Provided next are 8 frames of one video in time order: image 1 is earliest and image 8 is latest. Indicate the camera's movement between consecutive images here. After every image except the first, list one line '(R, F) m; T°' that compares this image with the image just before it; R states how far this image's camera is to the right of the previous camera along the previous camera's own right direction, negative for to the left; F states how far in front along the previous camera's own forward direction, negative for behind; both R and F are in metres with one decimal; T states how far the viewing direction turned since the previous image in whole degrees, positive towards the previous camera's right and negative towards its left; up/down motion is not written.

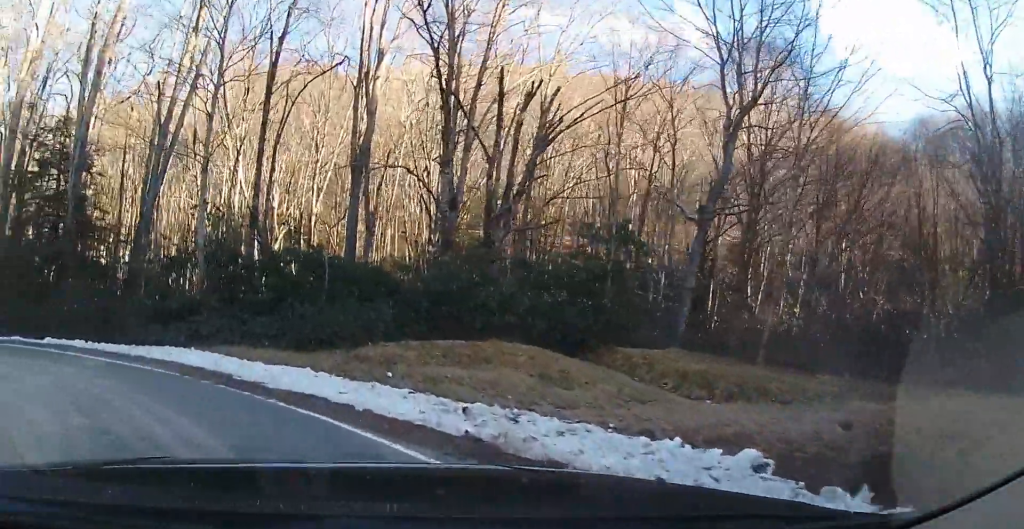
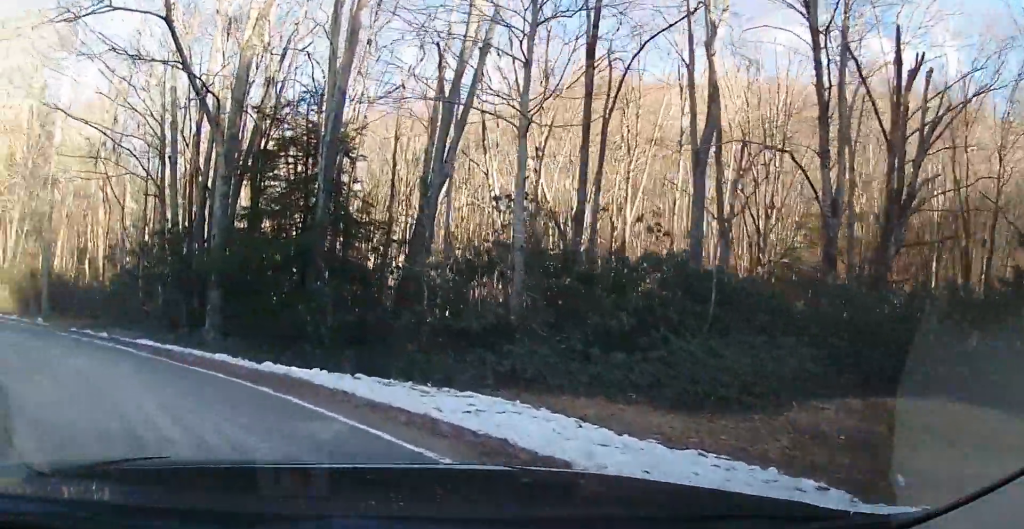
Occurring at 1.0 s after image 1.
(-1.0, +5.9) m; -24°
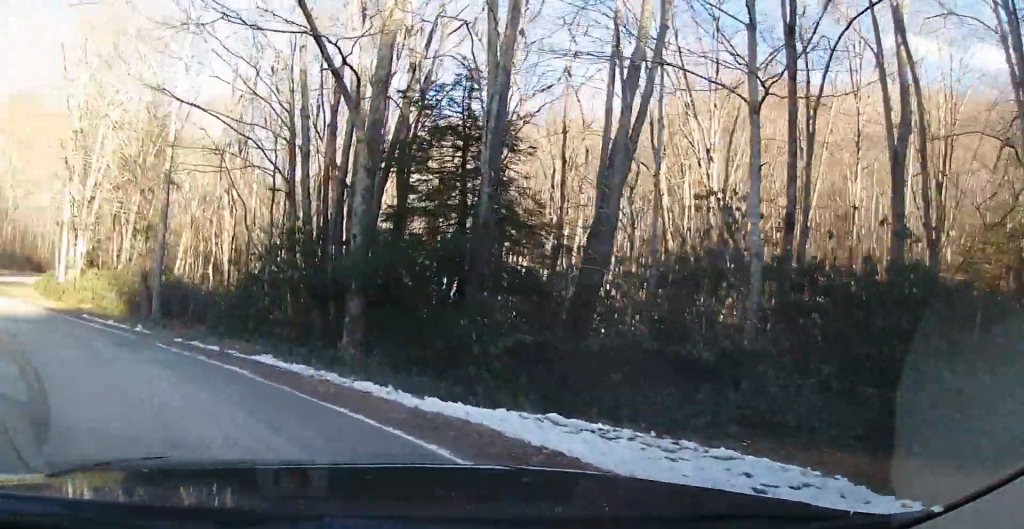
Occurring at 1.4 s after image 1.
(0.0, +2.7) m; -12°
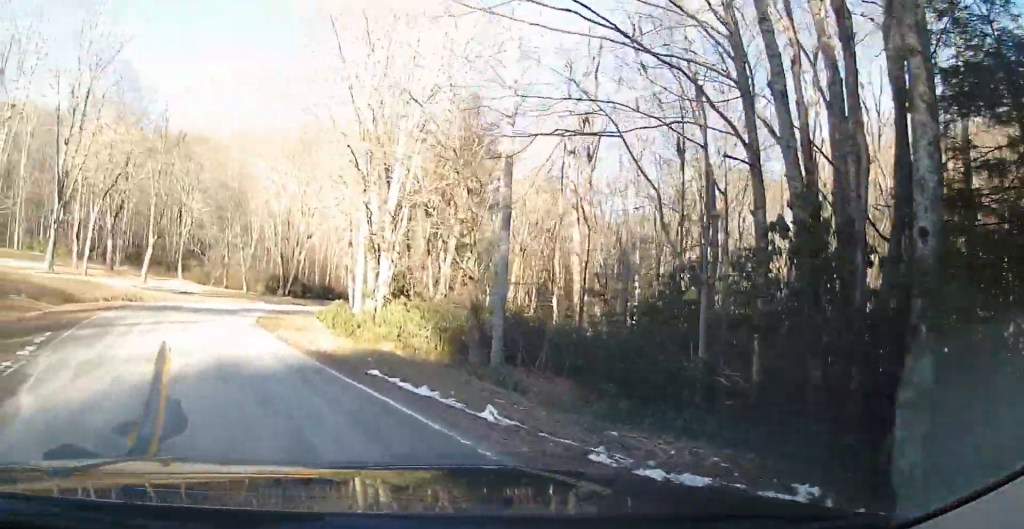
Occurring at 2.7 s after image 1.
(-2.4, +7.0) m; -29°
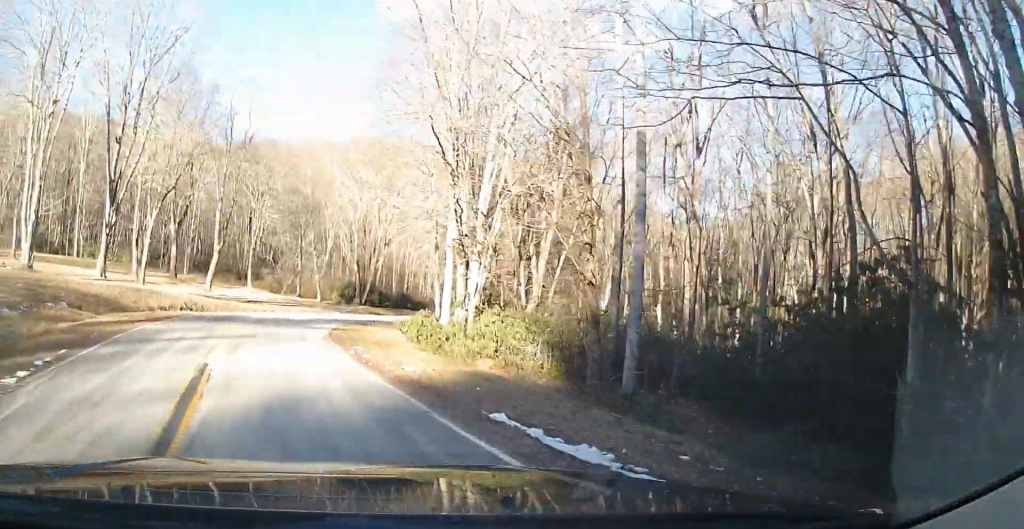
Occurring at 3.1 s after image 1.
(0.0, +2.8) m; -9°
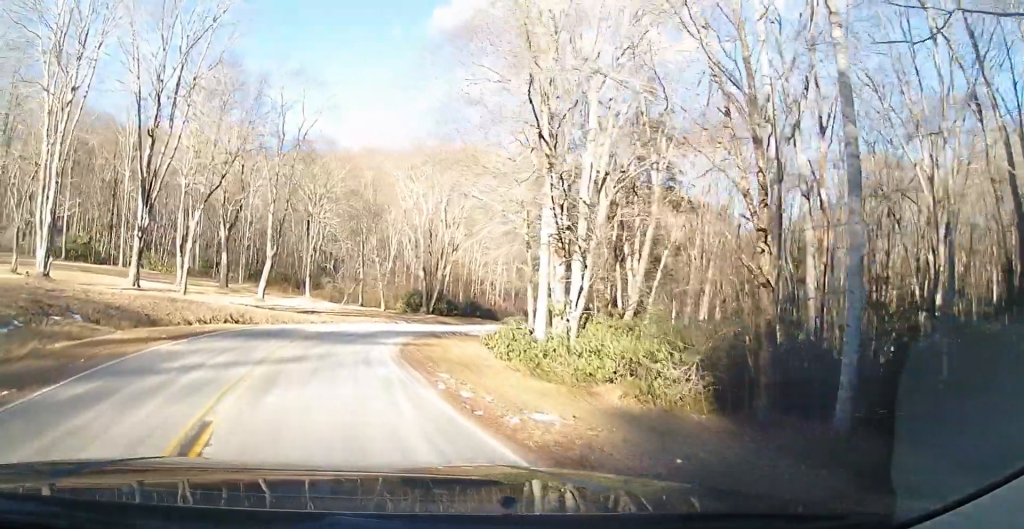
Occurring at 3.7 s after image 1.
(-0.5, +3.8) m; -5°
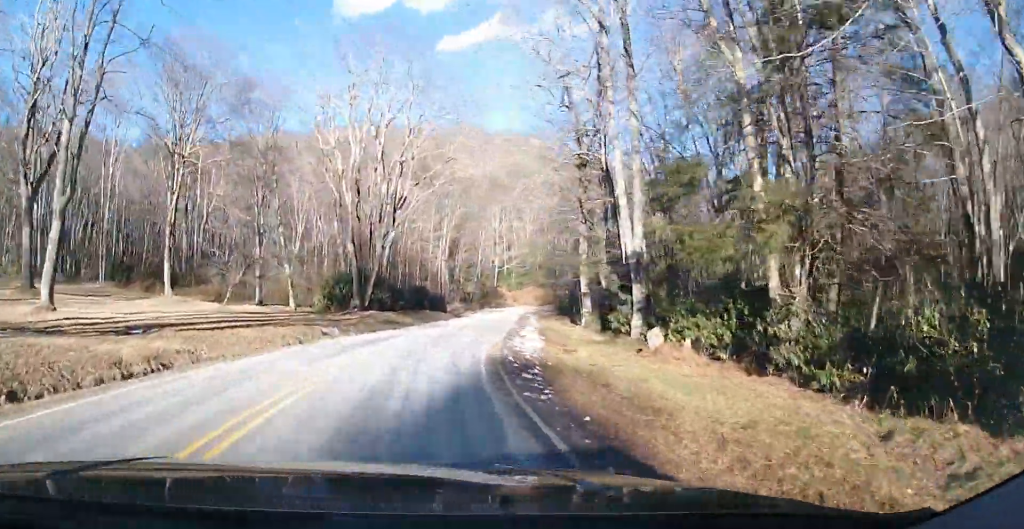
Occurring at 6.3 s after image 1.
(+0.4, +20.6) m; 0°
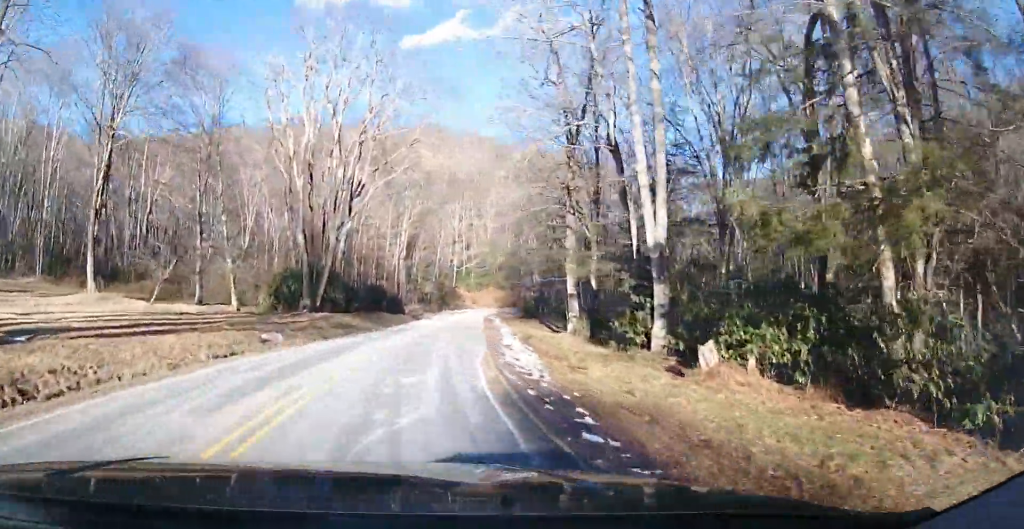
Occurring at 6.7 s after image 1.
(-0.1, +4.7) m; 0°
